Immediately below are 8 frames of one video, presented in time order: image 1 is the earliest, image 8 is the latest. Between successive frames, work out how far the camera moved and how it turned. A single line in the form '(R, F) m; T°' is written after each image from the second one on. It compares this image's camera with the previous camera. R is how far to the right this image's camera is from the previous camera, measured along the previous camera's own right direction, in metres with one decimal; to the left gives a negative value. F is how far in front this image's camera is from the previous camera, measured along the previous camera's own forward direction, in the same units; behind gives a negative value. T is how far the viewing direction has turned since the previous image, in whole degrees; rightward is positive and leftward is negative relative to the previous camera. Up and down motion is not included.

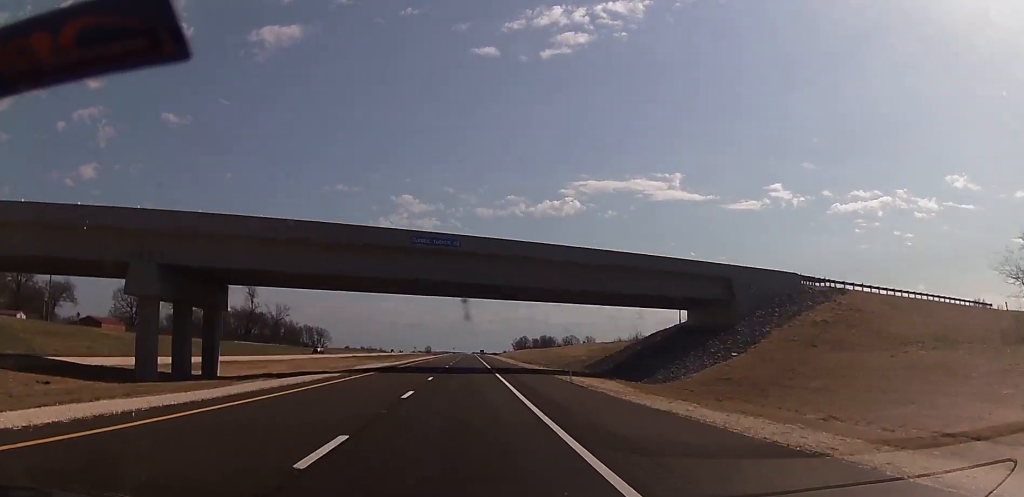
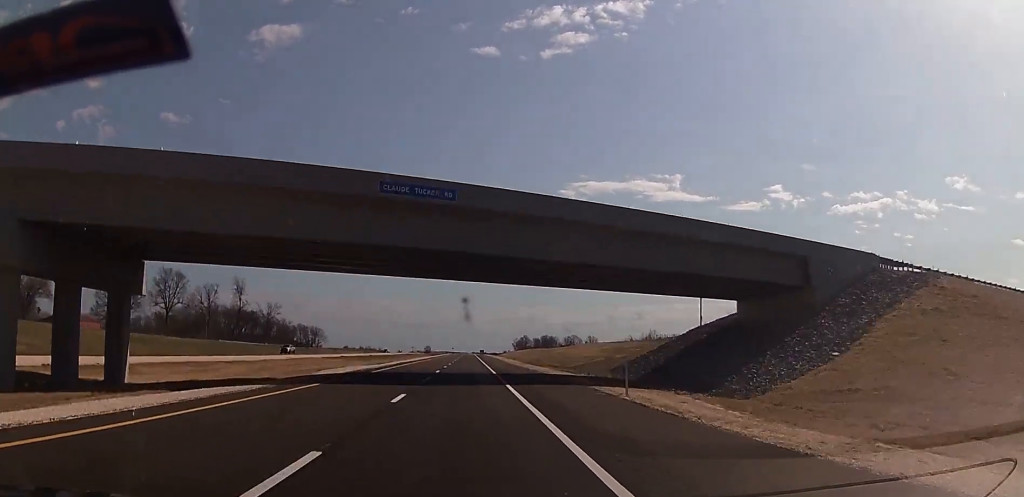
(+0.1, +14.2) m; 0°
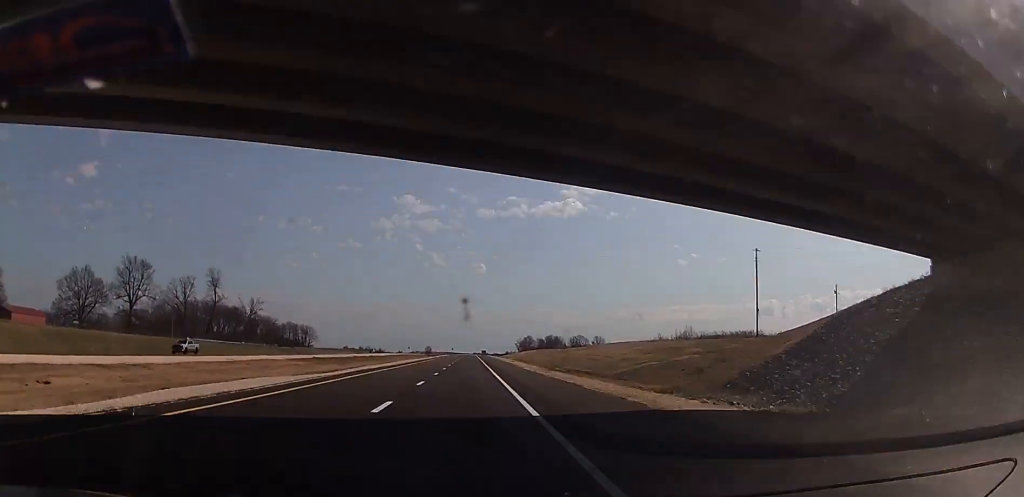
(0.0, +27.2) m; 0°
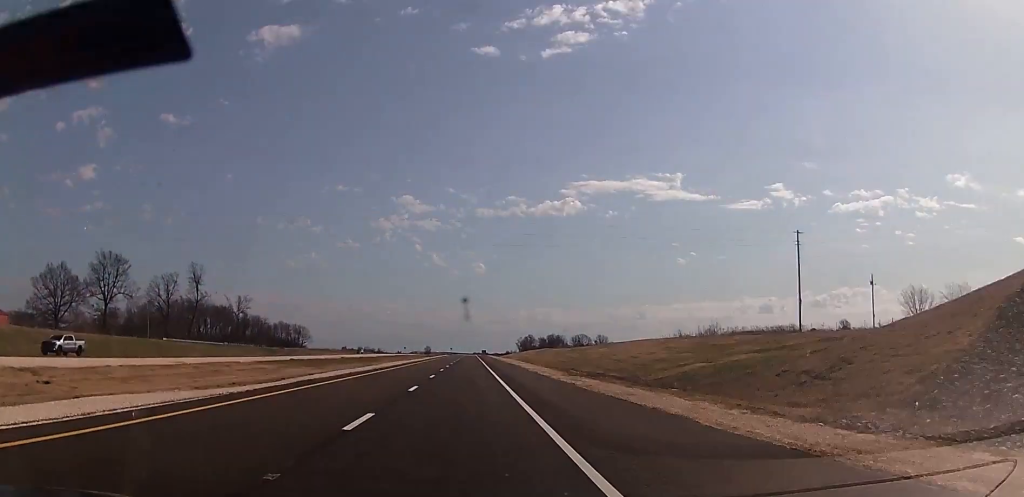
(0.0, +15.3) m; 0°
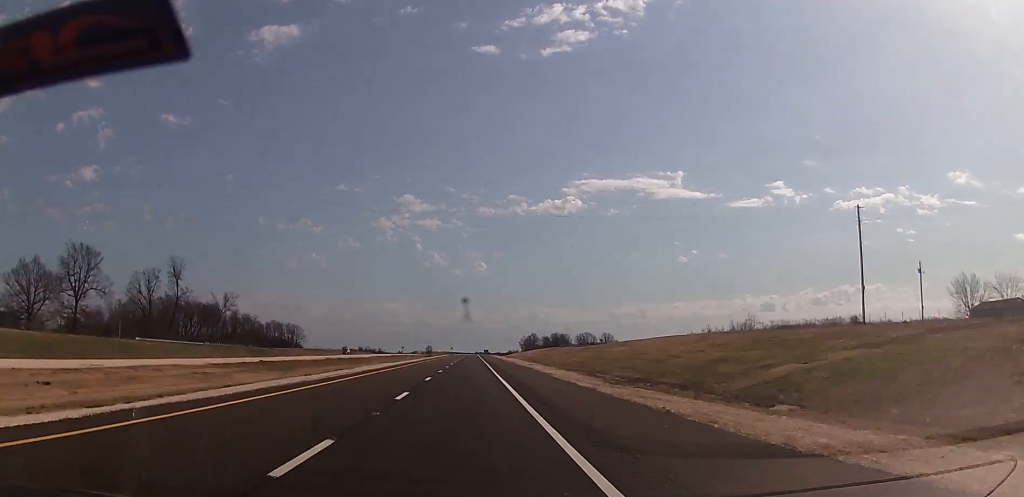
(-0.1, +16.5) m; 0°
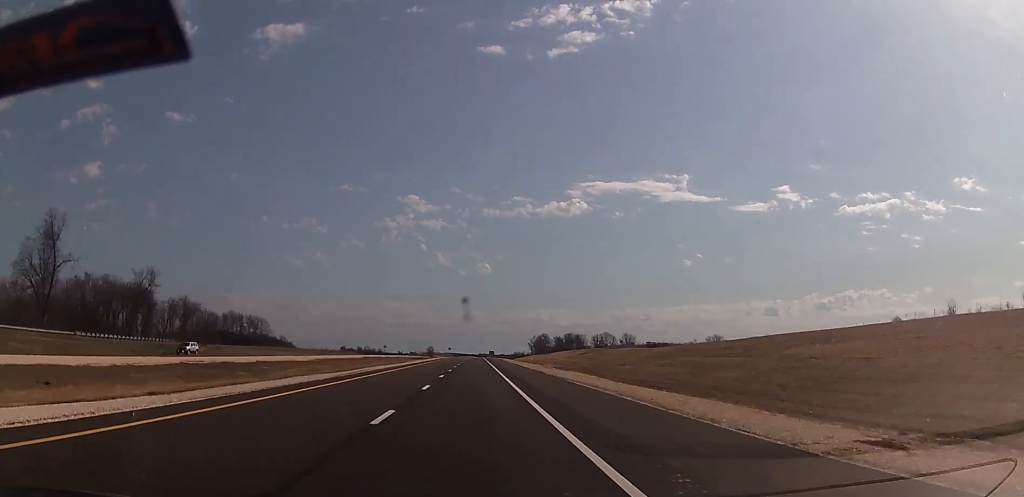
(-0.3, +66.3) m; 0°
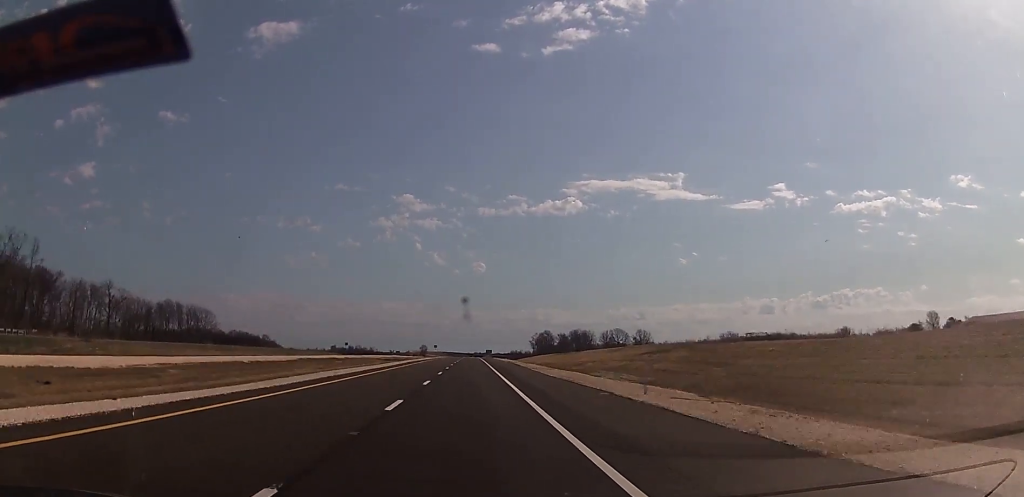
(0.0, +57.8) m; 0°
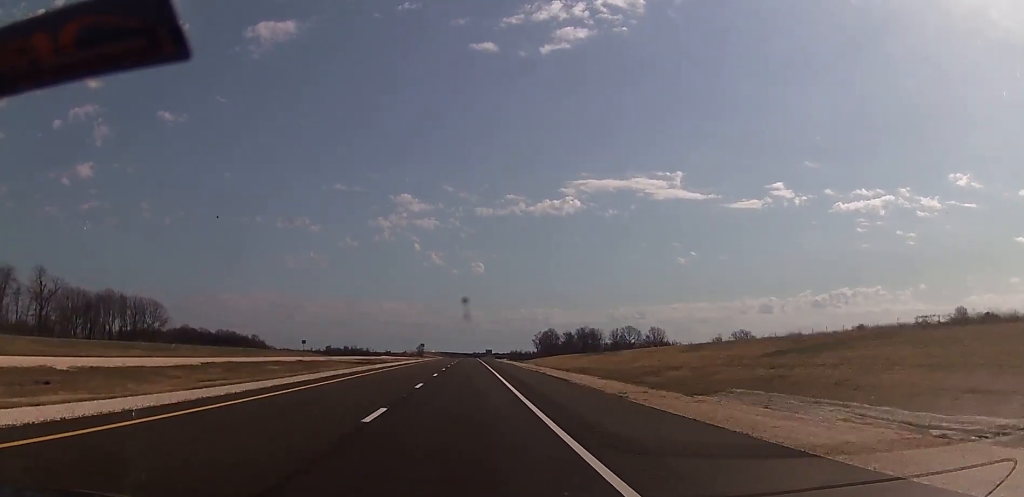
(0.0, +39.0) m; 0°
